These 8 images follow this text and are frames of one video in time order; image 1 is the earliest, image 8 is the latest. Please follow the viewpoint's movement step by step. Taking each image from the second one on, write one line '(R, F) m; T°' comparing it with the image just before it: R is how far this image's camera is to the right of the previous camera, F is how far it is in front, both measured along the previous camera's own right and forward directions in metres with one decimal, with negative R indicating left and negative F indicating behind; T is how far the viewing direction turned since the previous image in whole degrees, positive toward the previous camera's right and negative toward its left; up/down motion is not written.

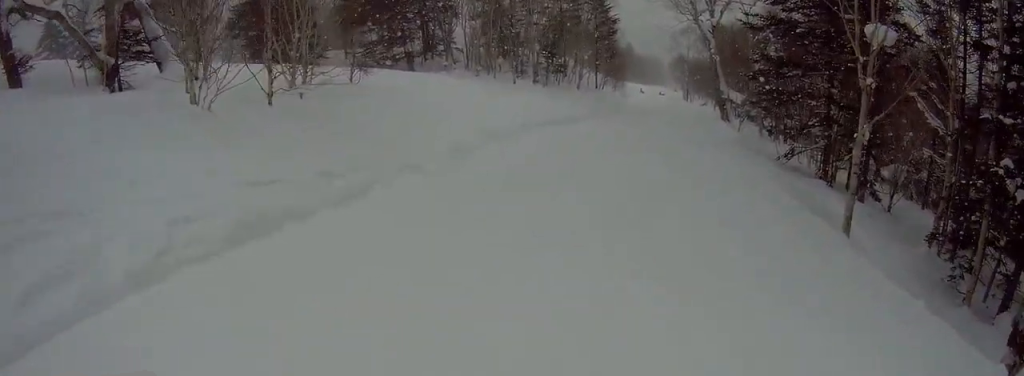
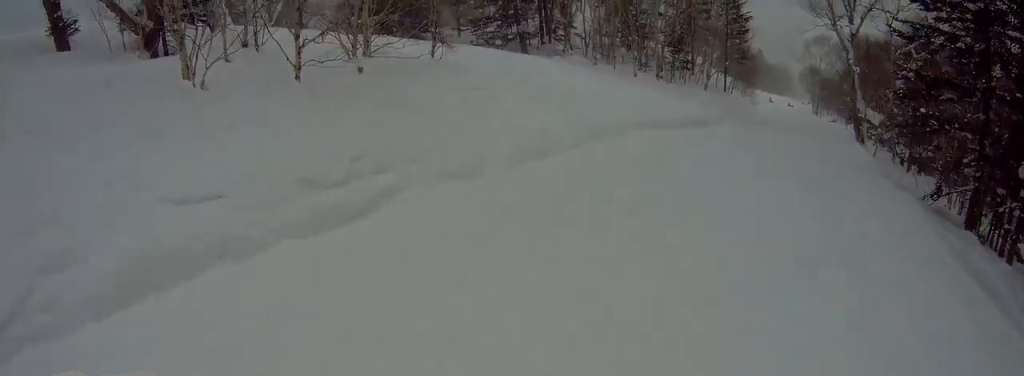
(+0.1, +3.9) m; +6°
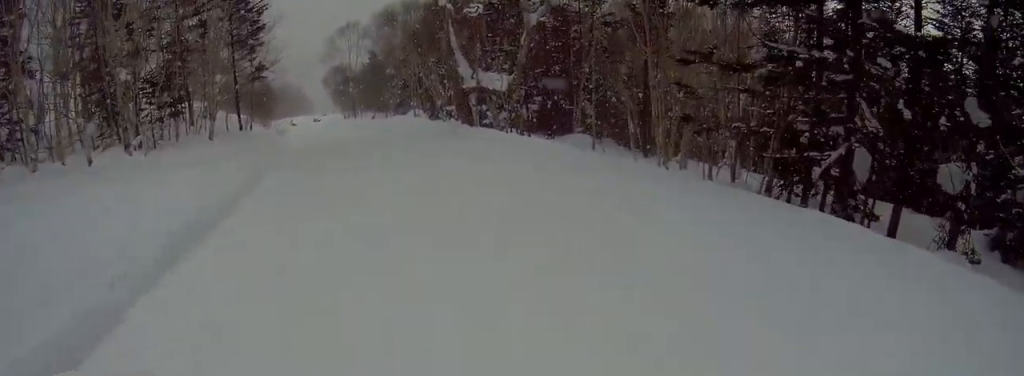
(+4.5, +14.8) m; +25°
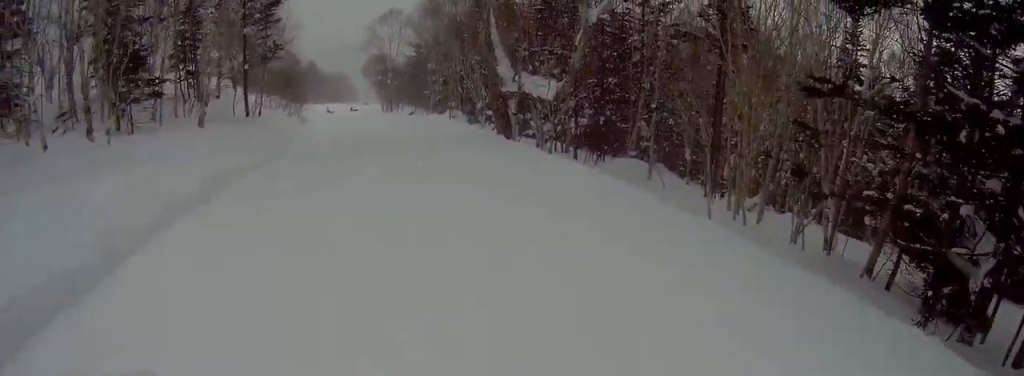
(0.0, +4.6) m; 0°
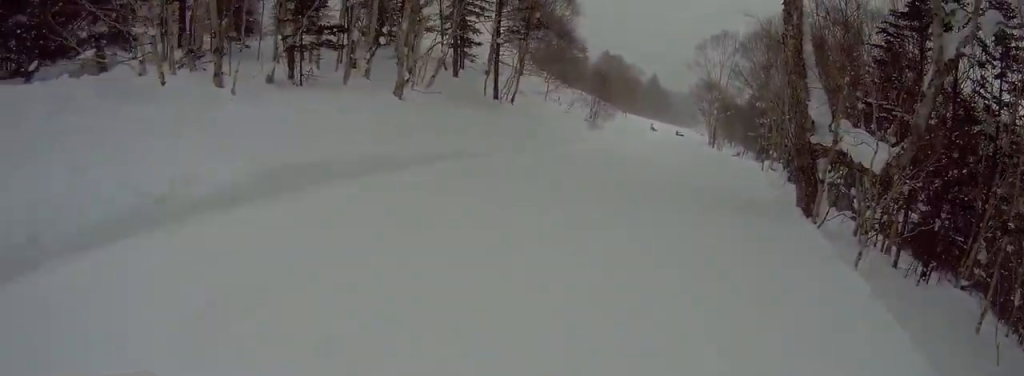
(0.0, +7.5) m; -11°
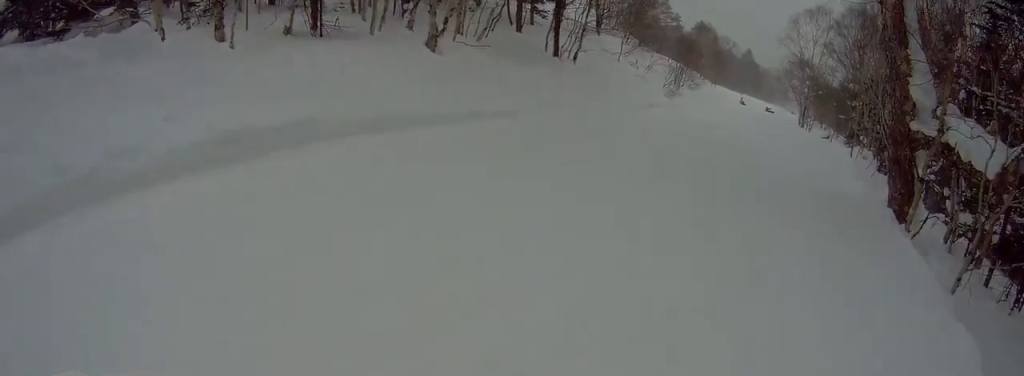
(+0.1, +2.5) m; -7°
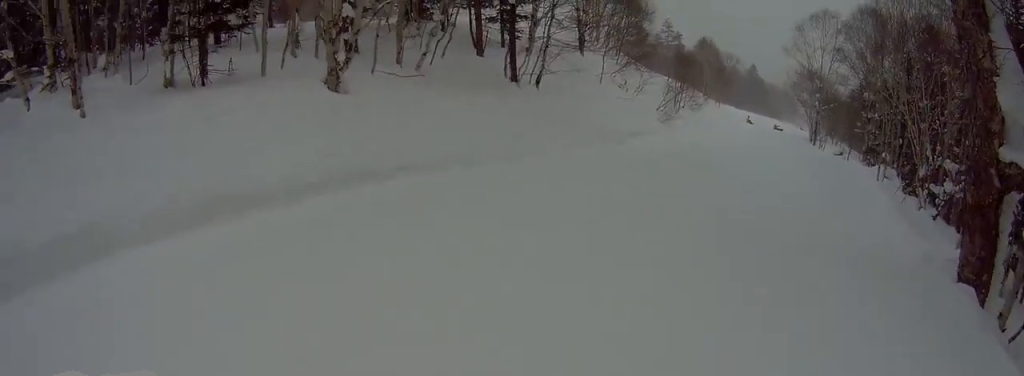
(-1.0, +4.1) m; -13°
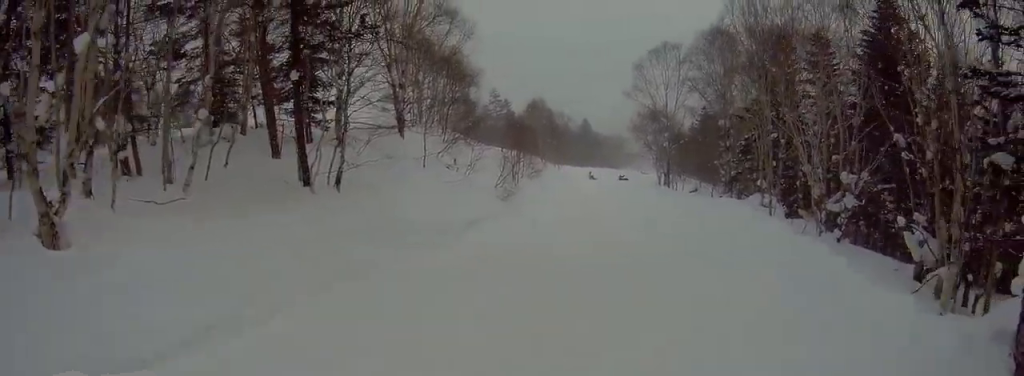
(-0.3, +4.3) m; +6°
